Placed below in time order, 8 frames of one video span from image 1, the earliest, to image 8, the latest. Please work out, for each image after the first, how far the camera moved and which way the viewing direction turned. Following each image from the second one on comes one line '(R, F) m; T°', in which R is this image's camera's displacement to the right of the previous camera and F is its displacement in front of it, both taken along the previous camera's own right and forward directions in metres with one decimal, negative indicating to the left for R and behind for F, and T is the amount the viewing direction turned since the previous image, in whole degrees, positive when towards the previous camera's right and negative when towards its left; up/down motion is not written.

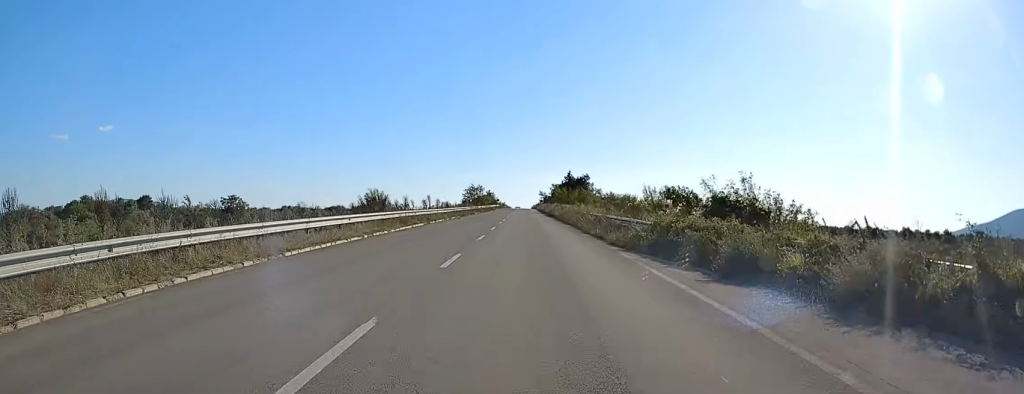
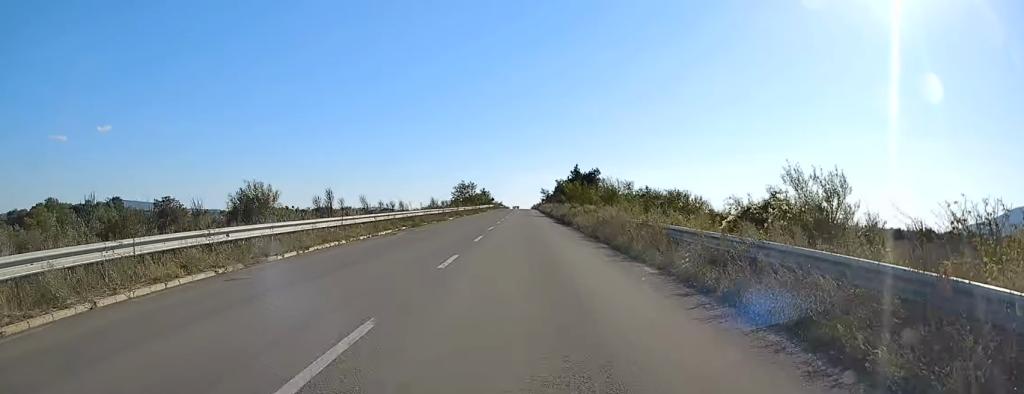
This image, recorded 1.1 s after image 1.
(-0.2, +27.0) m; 0°
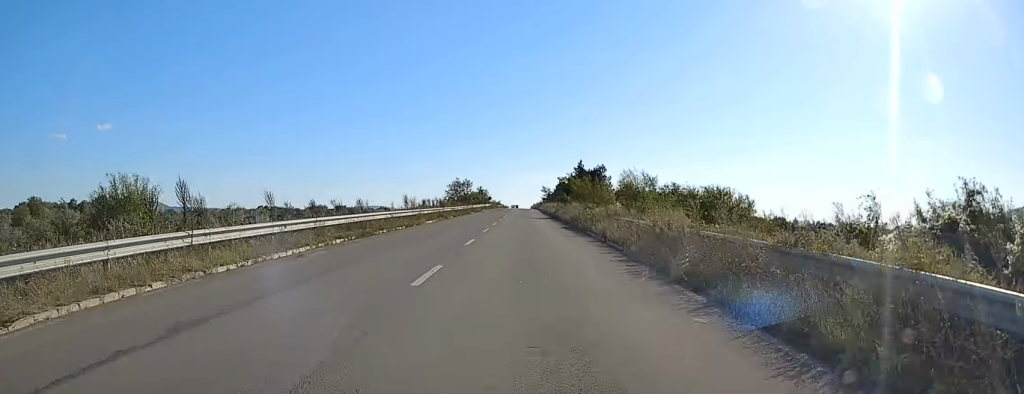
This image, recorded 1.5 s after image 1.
(0.0, +11.8) m; 0°
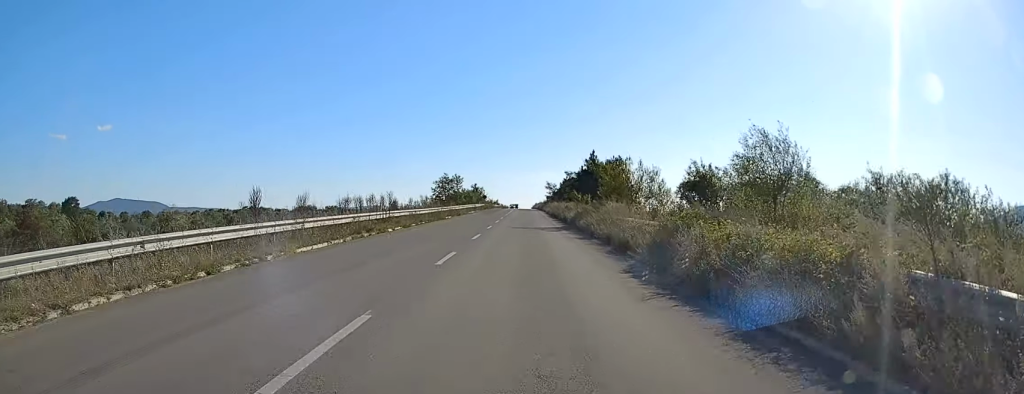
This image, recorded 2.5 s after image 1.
(+0.1, +23.7) m; +1°
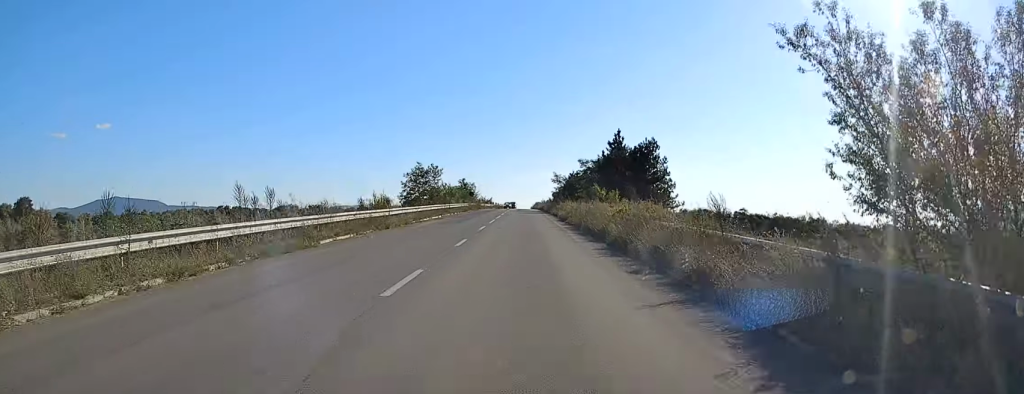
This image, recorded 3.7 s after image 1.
(+0.1, +31.5) m; 0°
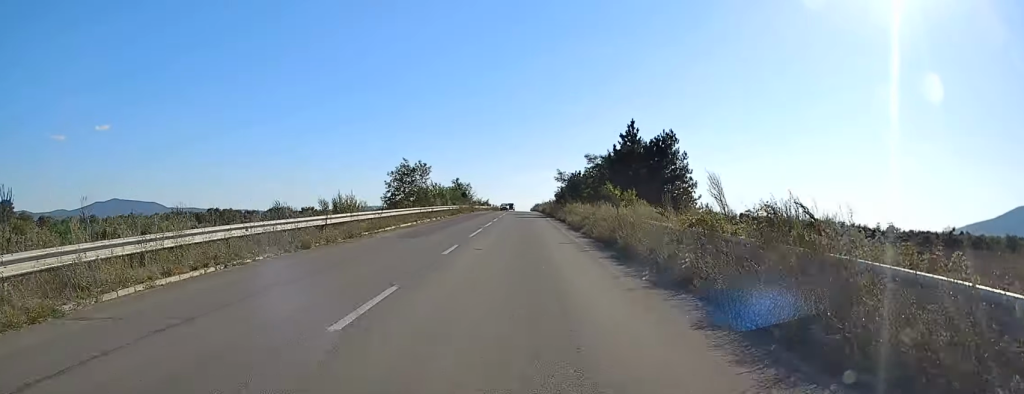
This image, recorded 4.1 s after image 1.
(-0.1, +11.1) m; 0°
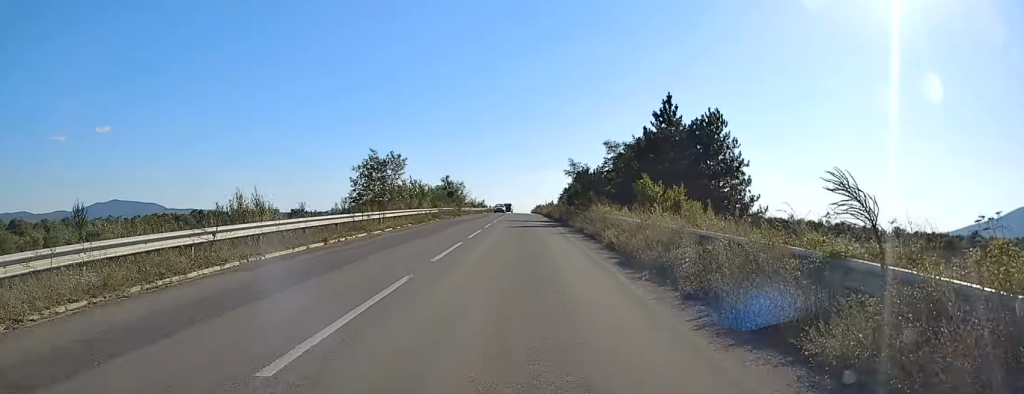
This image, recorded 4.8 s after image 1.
(0.0, +18.0) m; 0°
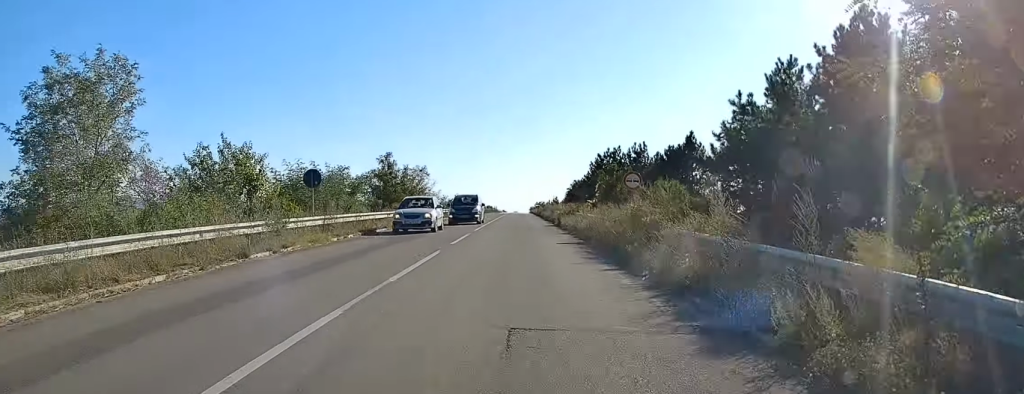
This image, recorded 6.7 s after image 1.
(+0.1, +48.0) m; 0°
